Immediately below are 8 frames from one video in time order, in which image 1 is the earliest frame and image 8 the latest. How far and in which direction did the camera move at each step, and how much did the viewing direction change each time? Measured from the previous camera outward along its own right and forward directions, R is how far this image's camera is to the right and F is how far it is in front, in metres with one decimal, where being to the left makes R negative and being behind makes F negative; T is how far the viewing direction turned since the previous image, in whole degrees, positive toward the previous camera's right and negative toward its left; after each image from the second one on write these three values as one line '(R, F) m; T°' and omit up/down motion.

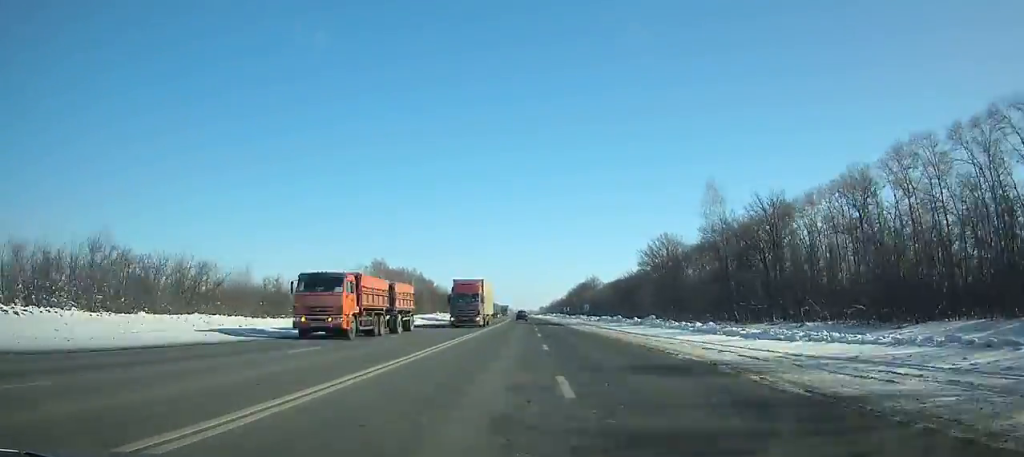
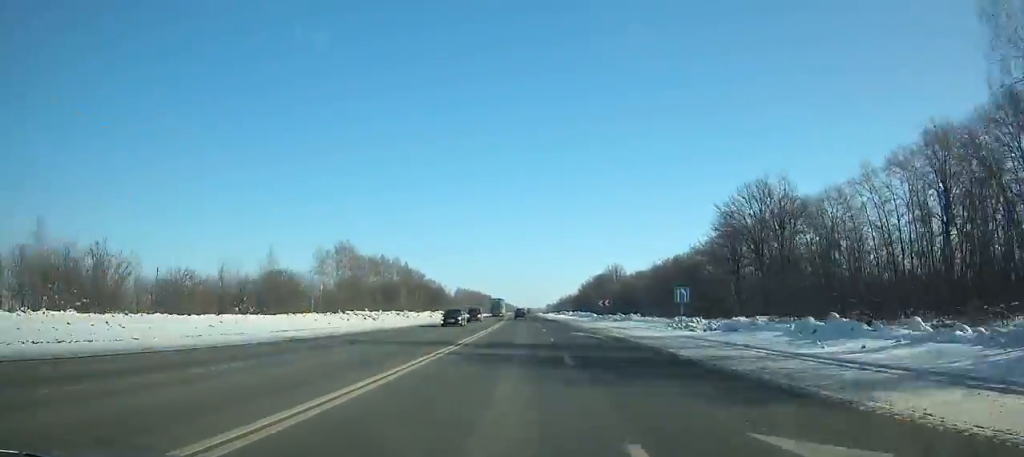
(0.0, +53.7) m; 0°
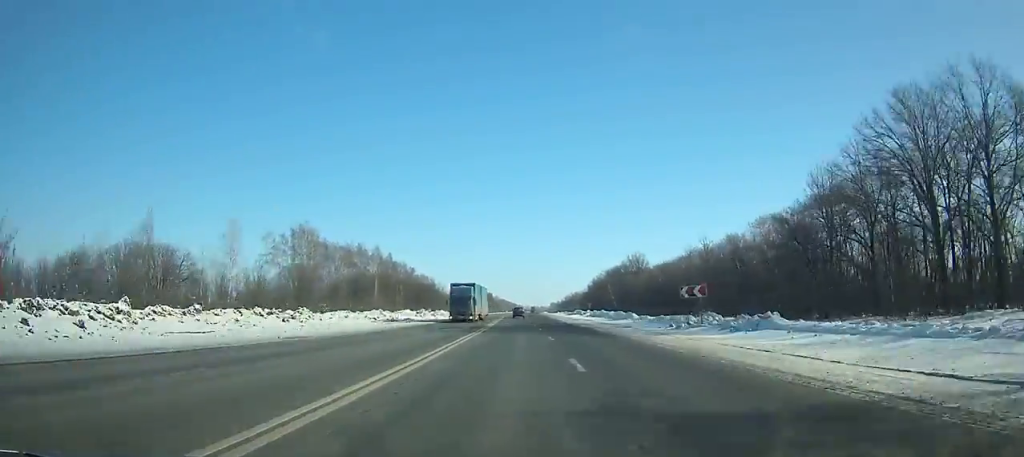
(-0.1, +37.6) m; 0°
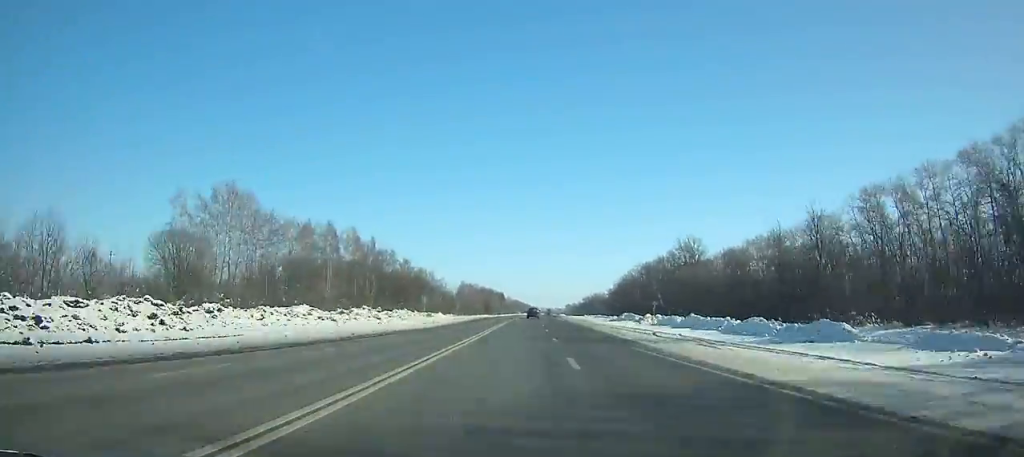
(-0.4, +45.5) m; 0°
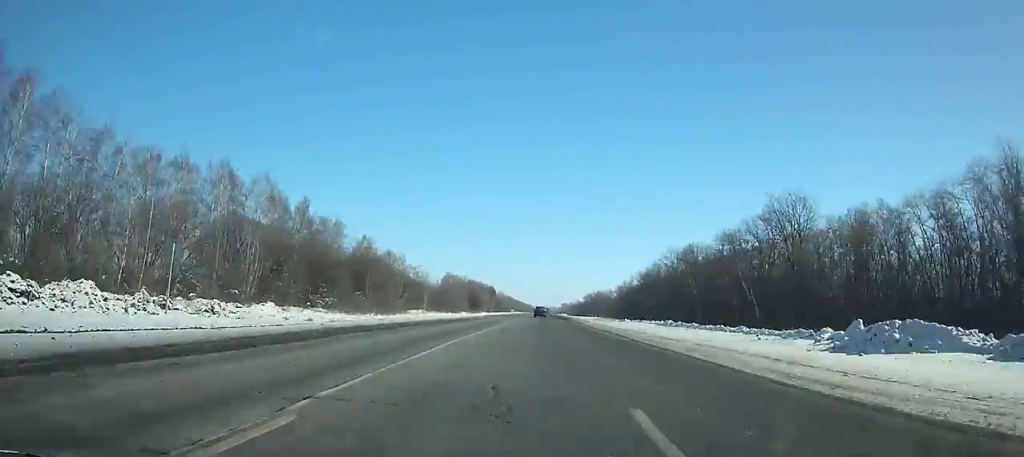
(-0.1, +56.2) m; 0°
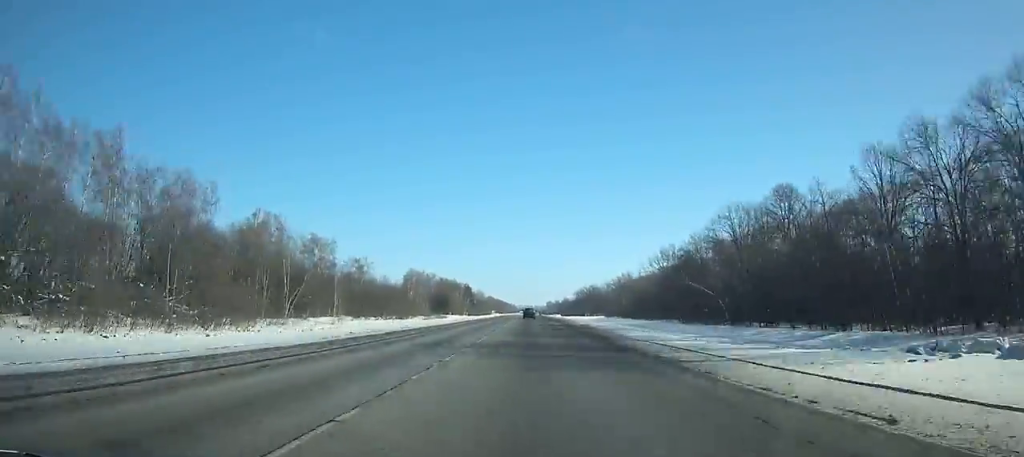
(+0.1, +61.8) m; +1°
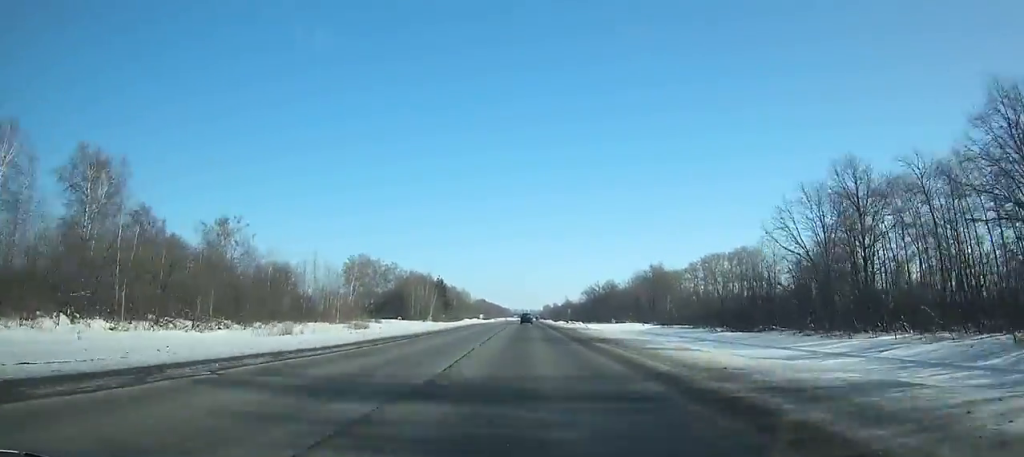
(+0.8, +86.5) m; +1°
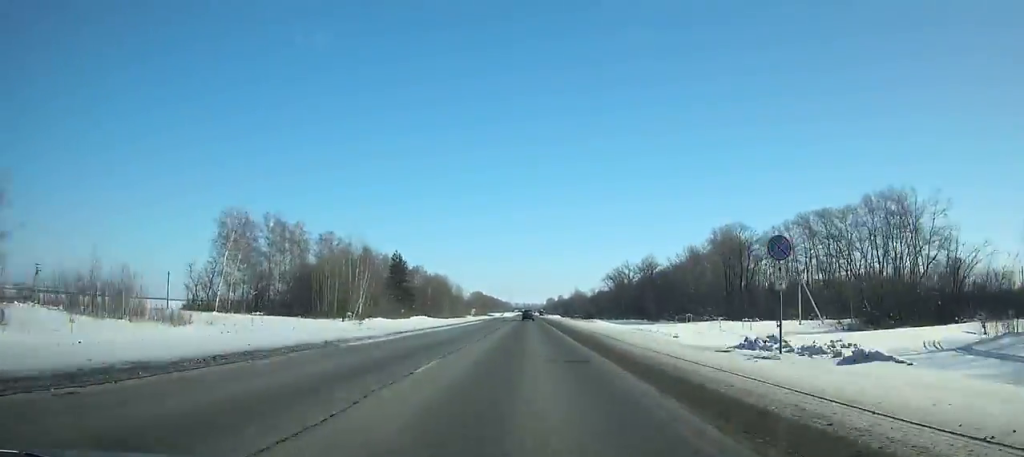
(+0.1, +81.9) m; 0°
